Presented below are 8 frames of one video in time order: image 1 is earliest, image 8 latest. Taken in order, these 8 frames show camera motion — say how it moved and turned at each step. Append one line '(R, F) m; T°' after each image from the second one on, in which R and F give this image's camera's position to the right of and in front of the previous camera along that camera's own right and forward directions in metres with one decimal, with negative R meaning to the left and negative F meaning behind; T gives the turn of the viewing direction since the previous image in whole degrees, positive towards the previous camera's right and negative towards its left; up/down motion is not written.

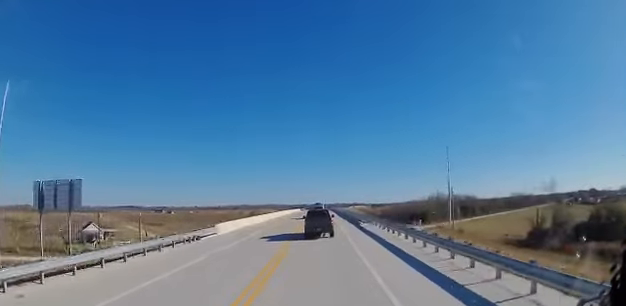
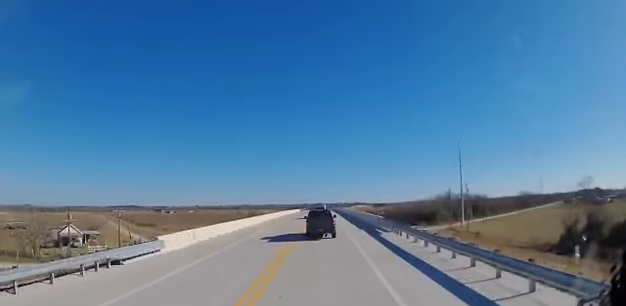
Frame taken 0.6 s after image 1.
(+0.1, +11.2) m; 0°
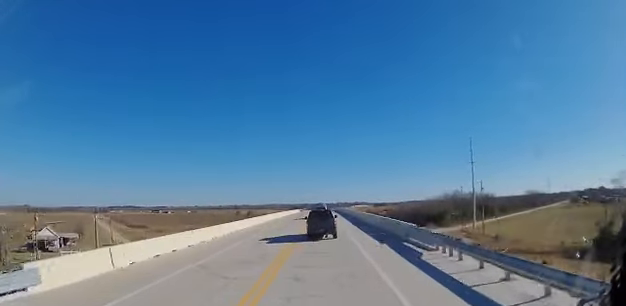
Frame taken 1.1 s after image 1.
(+0.3, +10.0) m; -1°
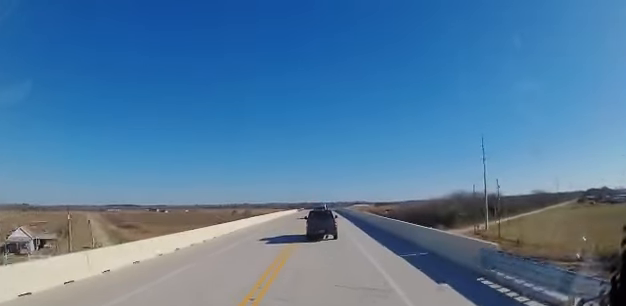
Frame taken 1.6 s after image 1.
(-0.3, +9.4) m; -1°
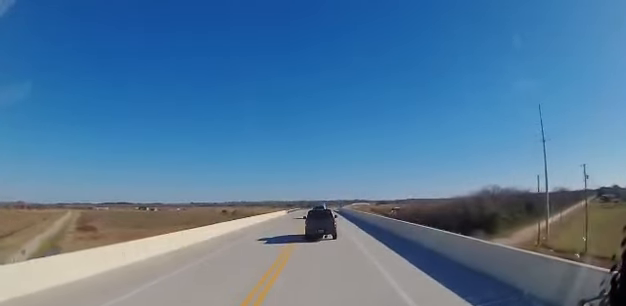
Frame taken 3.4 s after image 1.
(-0.1, +32.8) m; 0°
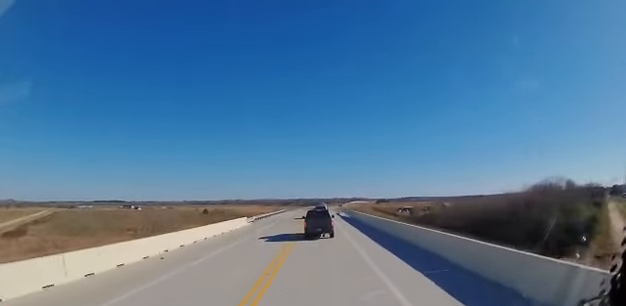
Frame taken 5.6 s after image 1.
(0.0, +40.2) m; 0°
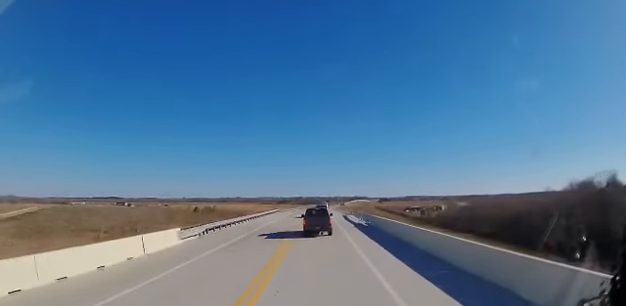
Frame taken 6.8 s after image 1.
(+0.3, +20.7) m; +1°
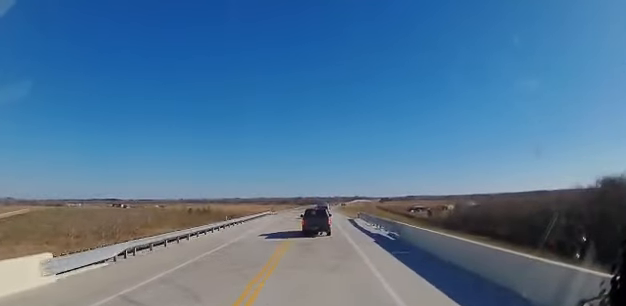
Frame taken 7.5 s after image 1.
(0.0, +11.8) m; 0°
